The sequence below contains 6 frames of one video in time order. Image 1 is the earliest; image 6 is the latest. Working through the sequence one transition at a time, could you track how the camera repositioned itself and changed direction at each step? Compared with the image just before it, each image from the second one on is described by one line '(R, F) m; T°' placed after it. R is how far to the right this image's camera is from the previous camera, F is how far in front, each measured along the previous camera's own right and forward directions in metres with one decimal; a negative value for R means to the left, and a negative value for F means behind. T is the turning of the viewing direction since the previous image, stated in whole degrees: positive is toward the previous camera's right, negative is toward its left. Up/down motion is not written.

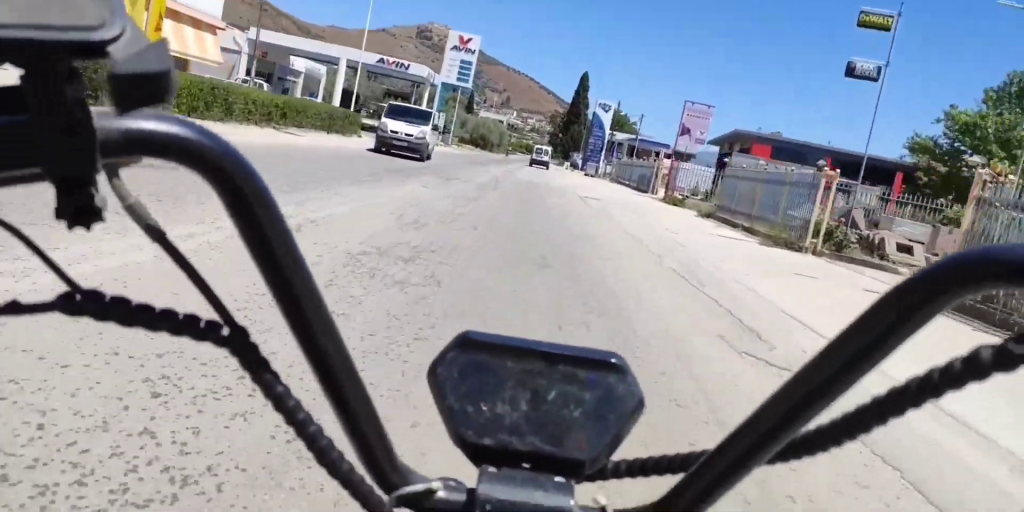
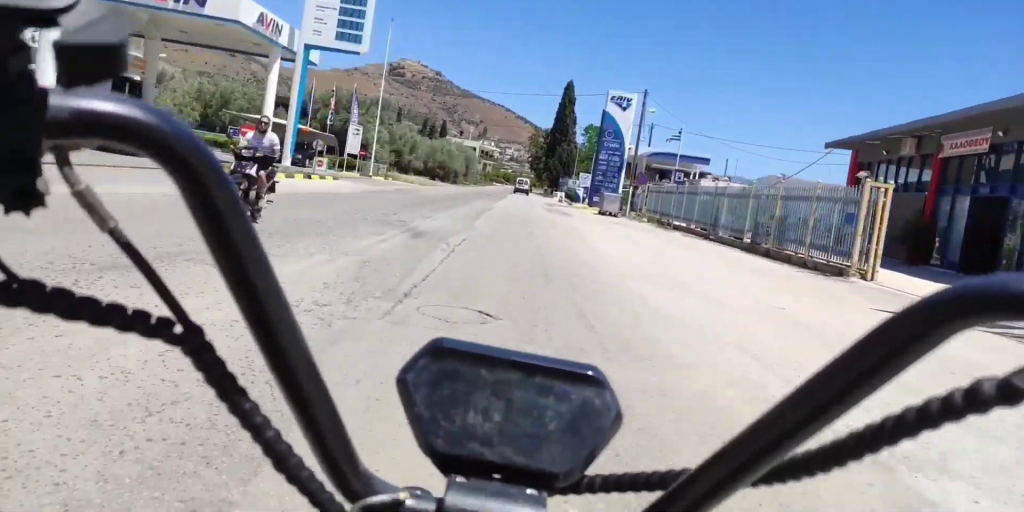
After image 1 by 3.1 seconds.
(-1.2, +32.7) m; -3°
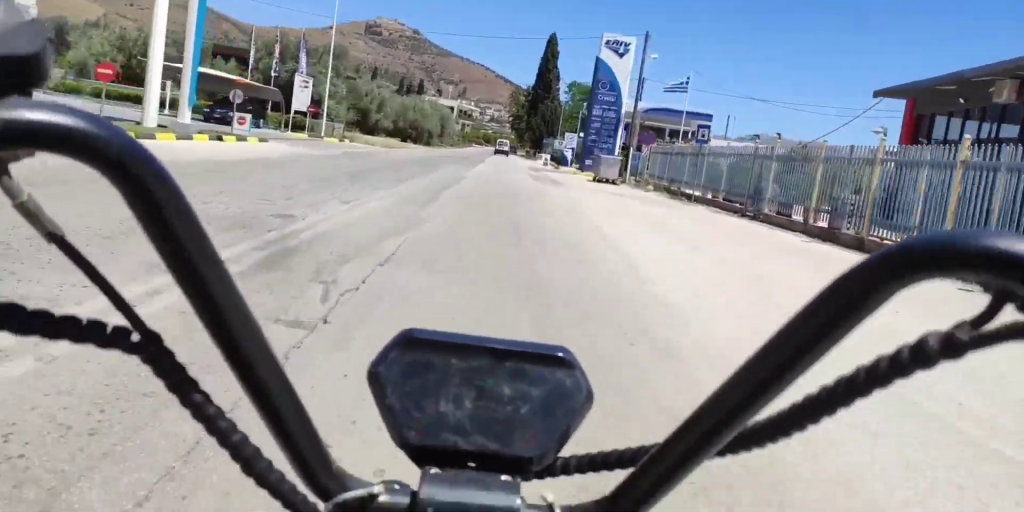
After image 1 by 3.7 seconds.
(0.0, +6.5) m; 0°
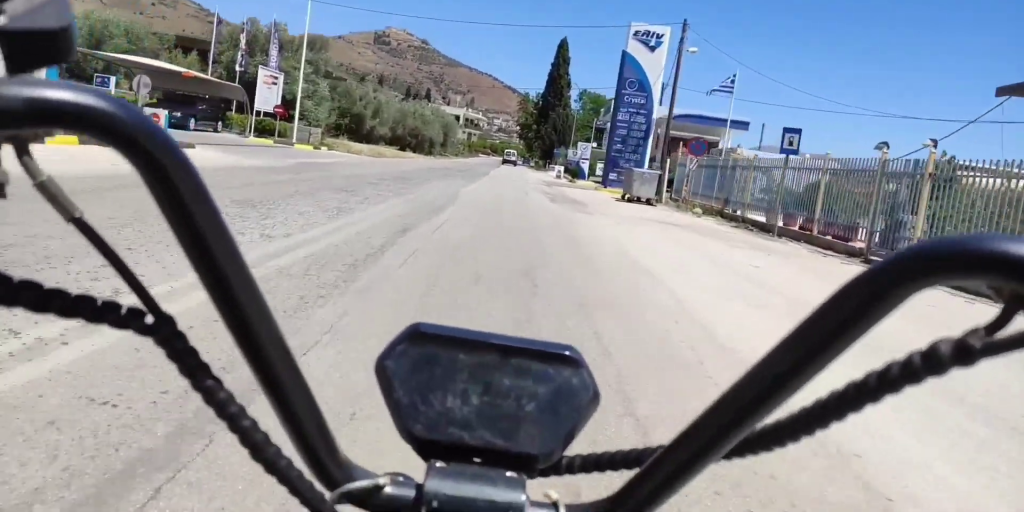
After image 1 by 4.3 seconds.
(+0.1, +7.5) m; 0°
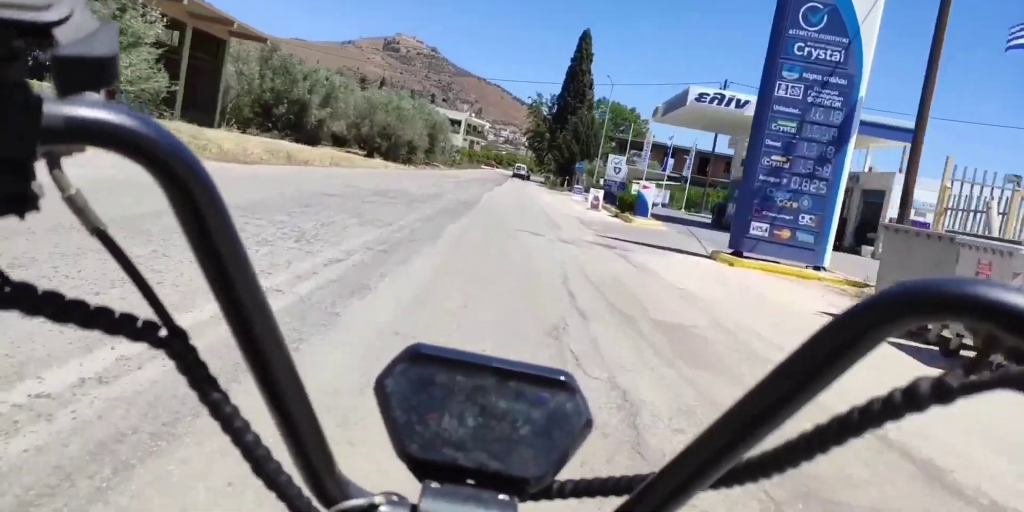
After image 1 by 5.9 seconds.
(-0.1, +19.9) m; 0°
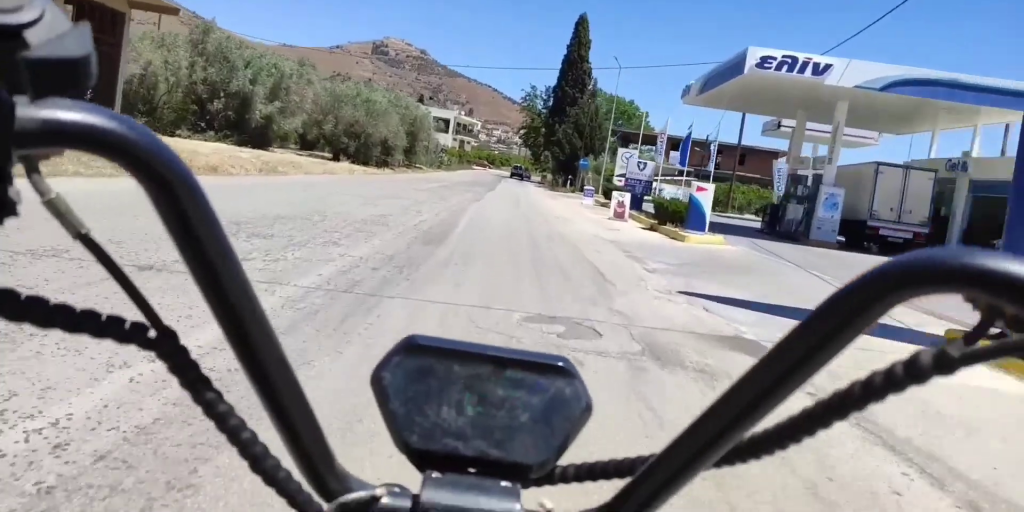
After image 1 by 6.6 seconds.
(+0.1, +8.8) m; 0°
